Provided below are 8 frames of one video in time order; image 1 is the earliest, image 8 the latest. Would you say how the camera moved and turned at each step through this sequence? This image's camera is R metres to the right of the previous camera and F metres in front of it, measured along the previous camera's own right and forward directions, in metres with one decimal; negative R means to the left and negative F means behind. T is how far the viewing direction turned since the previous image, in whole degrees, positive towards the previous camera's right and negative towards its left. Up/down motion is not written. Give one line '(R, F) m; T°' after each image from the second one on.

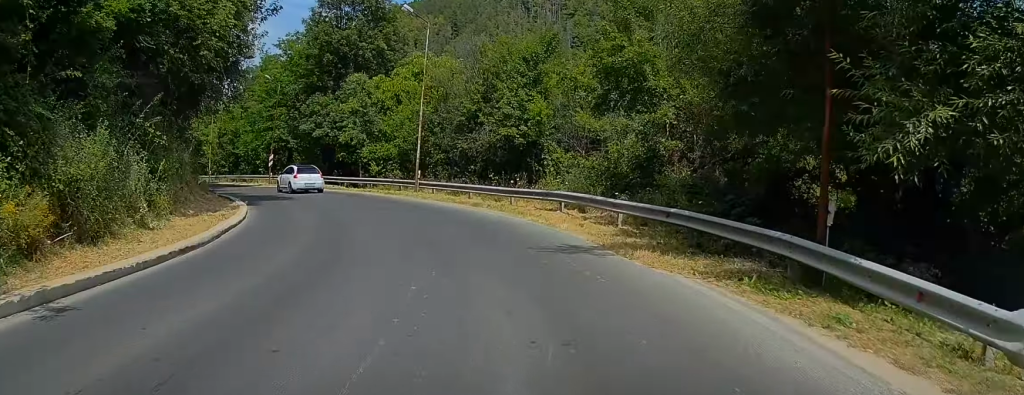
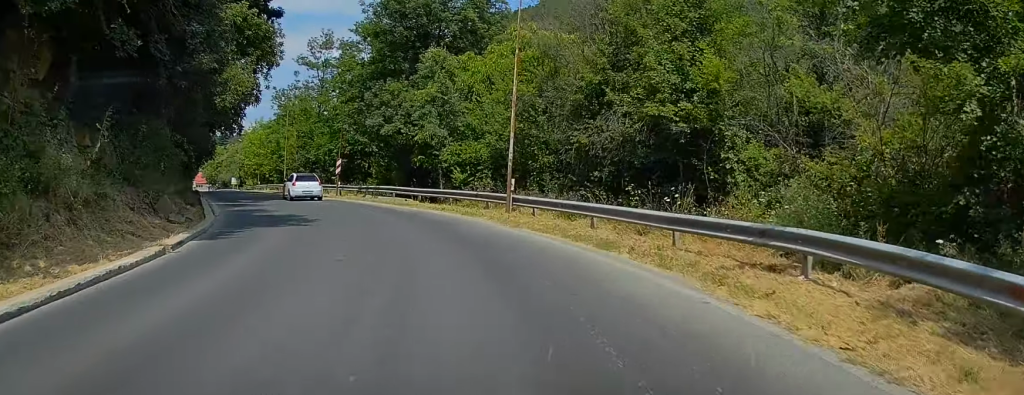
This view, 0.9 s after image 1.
(-0.6, +12.0) m; -7°
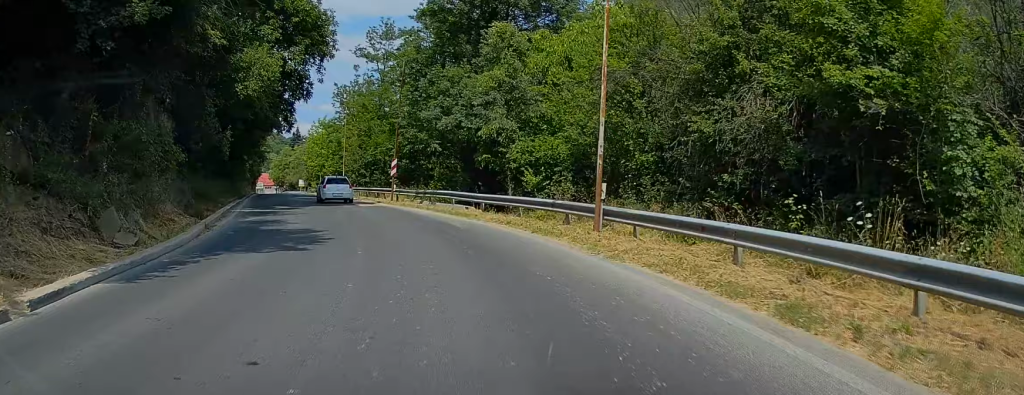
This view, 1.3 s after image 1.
(-0.4, +6.0) m; -4°
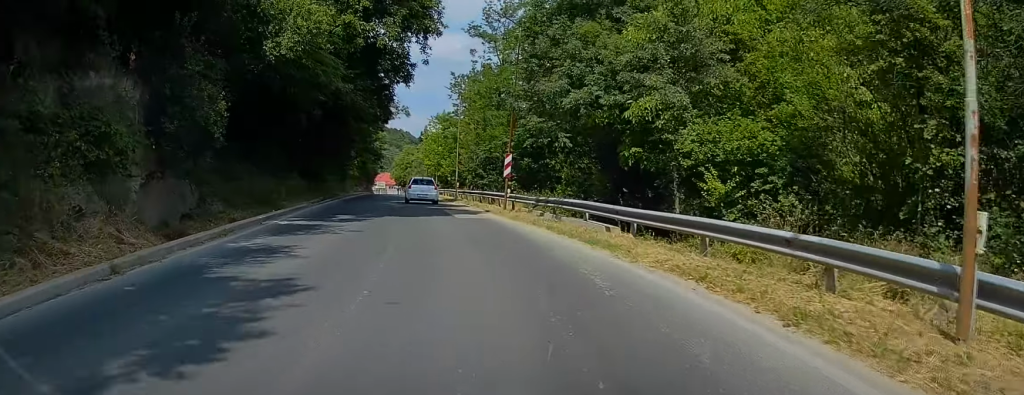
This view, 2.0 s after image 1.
(-0.4, +9.3) m; -7°
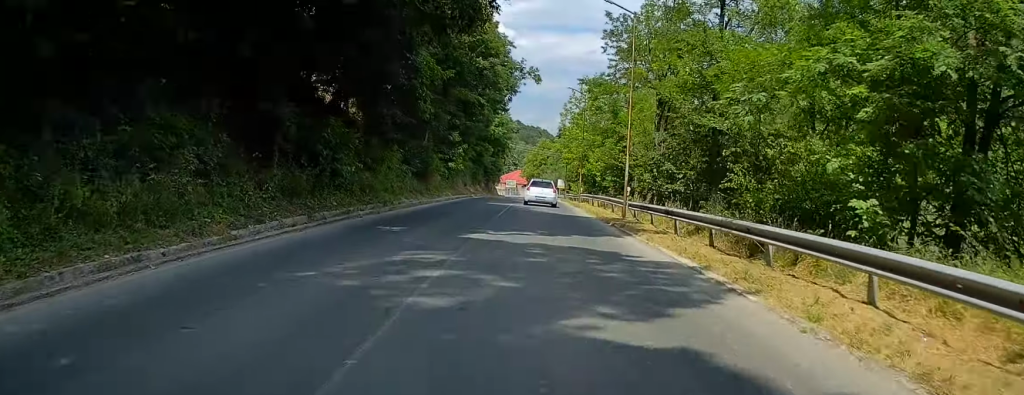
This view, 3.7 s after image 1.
(-4.0, +25.8) m; -13°
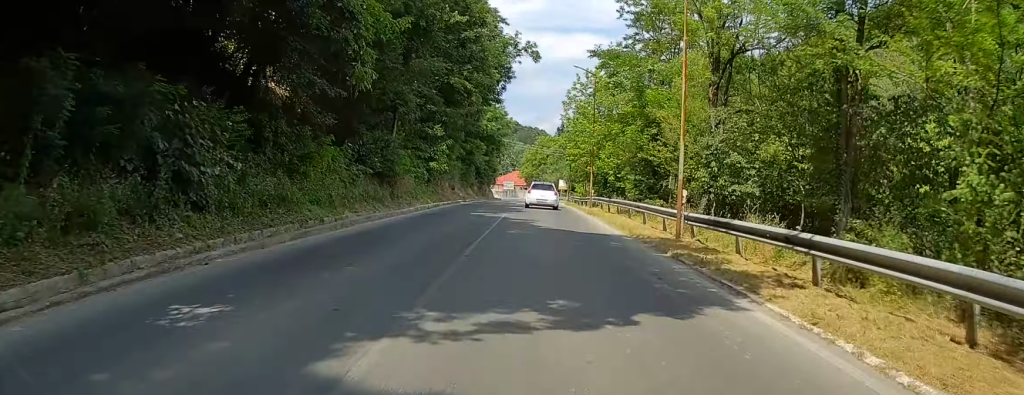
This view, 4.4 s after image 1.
(-0.1, +10.2) m; 0°
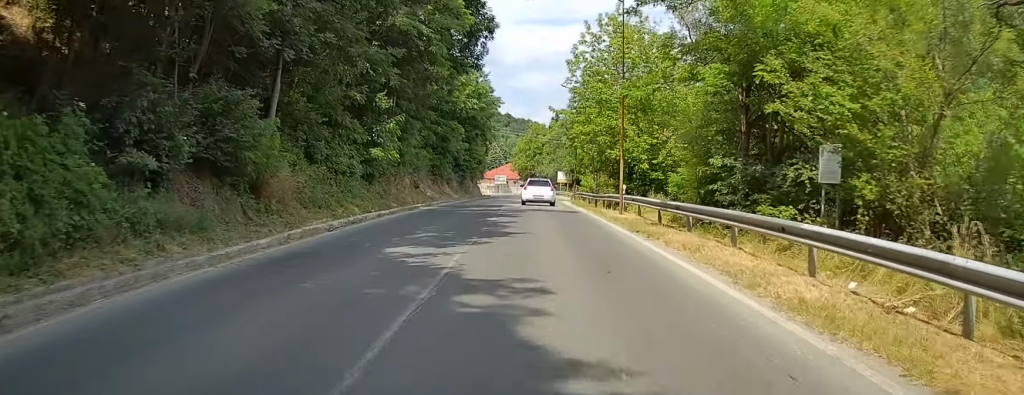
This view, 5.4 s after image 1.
(+0.2, +16.5) m; +1°
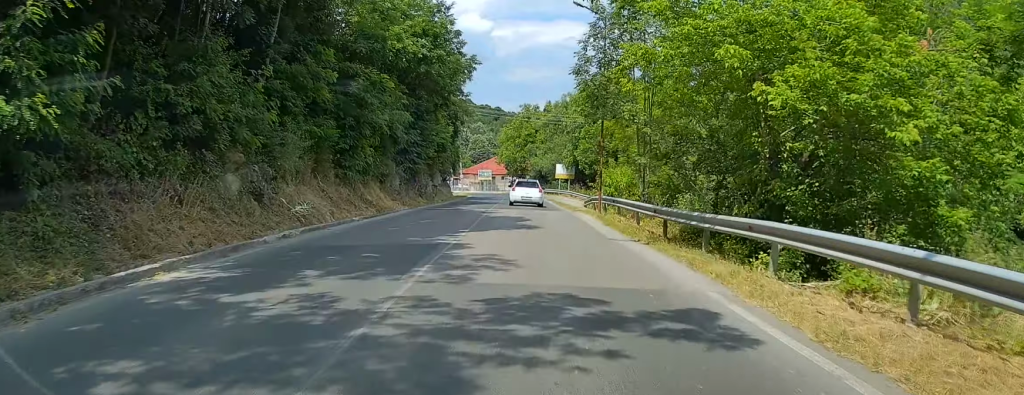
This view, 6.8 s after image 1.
(+0.1, +24.3) m; 0°
